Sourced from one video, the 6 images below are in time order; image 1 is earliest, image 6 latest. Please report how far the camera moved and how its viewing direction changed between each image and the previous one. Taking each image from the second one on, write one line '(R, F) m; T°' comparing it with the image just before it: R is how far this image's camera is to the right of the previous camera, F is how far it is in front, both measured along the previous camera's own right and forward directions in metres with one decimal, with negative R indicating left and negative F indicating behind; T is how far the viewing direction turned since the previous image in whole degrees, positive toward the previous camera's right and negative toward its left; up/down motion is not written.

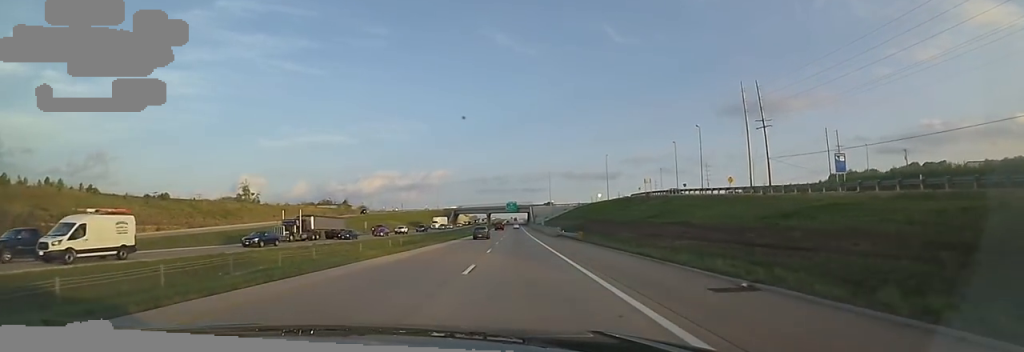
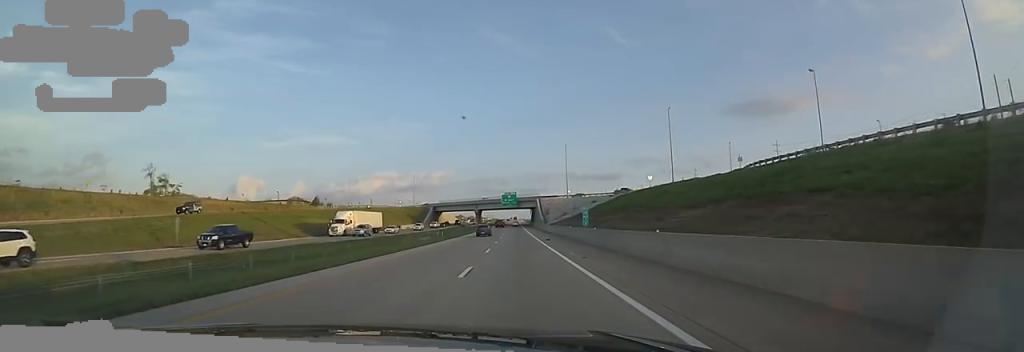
(-1.3, +58.3) m; -2°
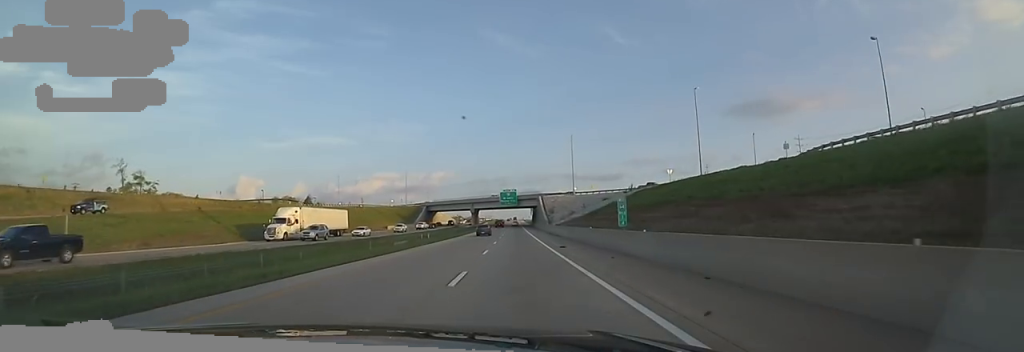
(+0.1, +13.2) m; 0°
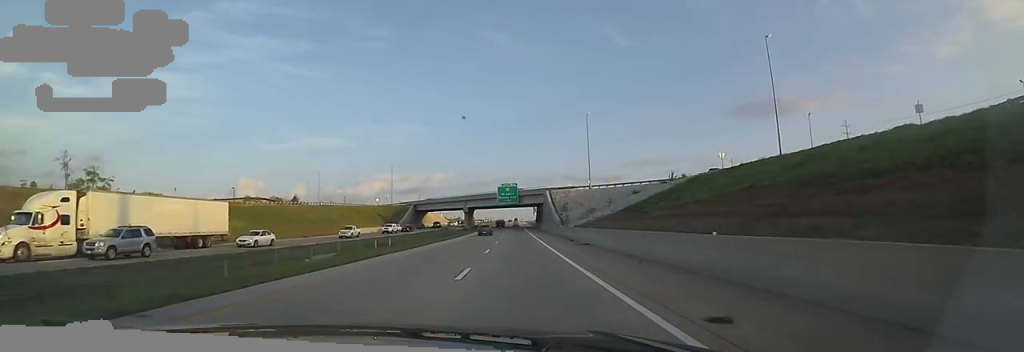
(0.0, +23.3) m; +1°
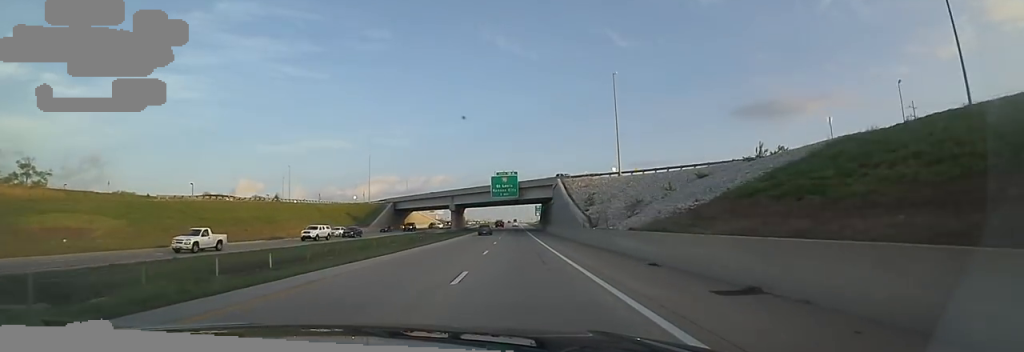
(+0.2, +24.4) m; +2°
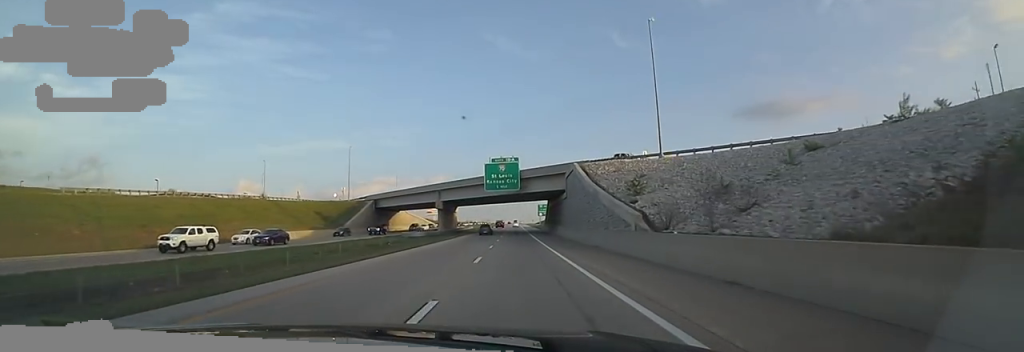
(+0.8, +17.5) m; 0°
